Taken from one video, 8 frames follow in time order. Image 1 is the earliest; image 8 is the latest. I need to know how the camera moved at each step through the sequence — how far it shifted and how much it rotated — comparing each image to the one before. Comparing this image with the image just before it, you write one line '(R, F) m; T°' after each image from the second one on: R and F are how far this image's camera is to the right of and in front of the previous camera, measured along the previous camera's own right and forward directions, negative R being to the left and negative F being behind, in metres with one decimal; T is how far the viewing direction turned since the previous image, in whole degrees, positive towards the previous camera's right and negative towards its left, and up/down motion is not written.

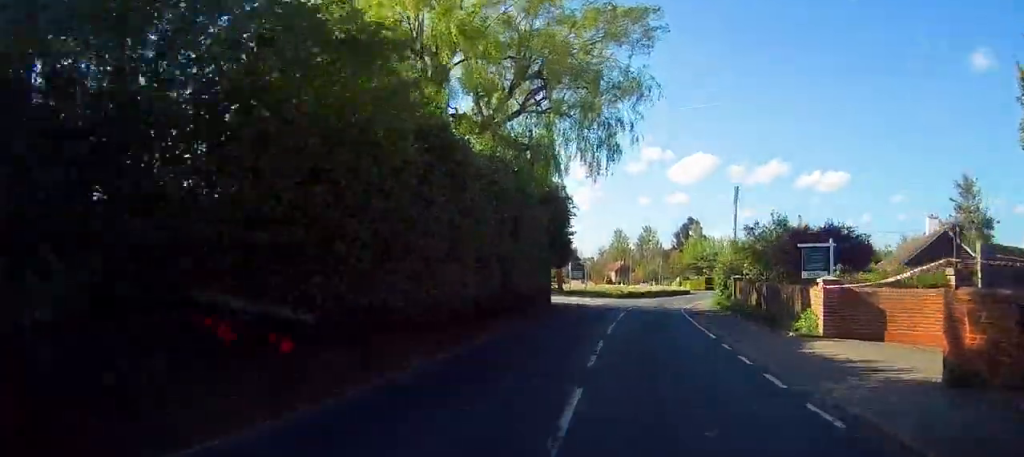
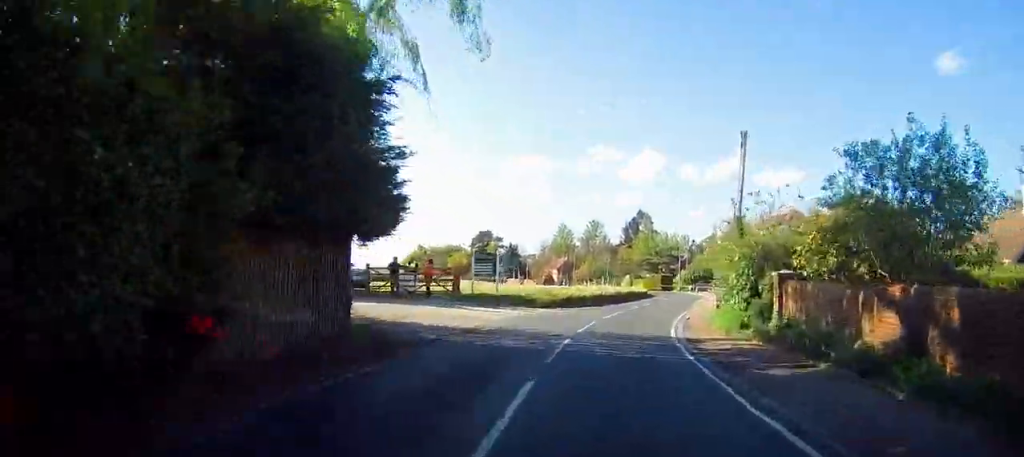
(+0.4, +15.8) m; +3°
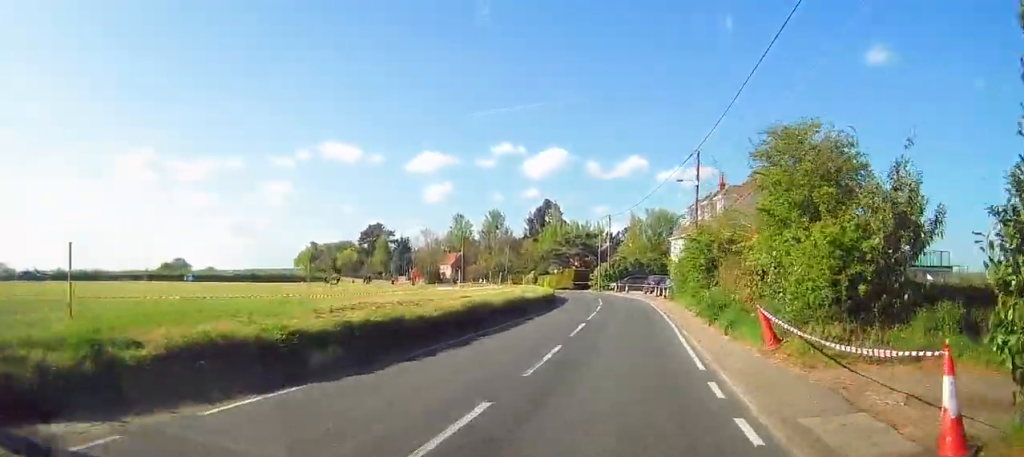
(+1.2, +23.5) m; +4°
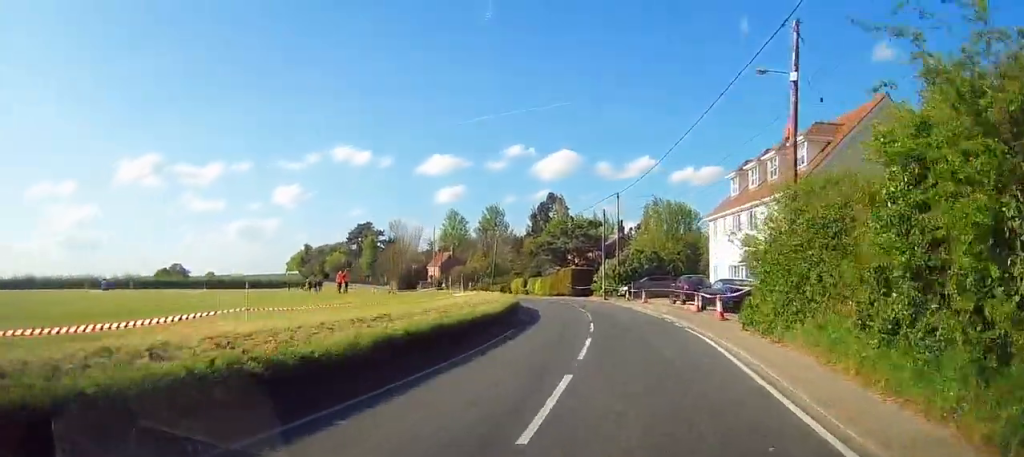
(+0.6, +19.6) m; -1°
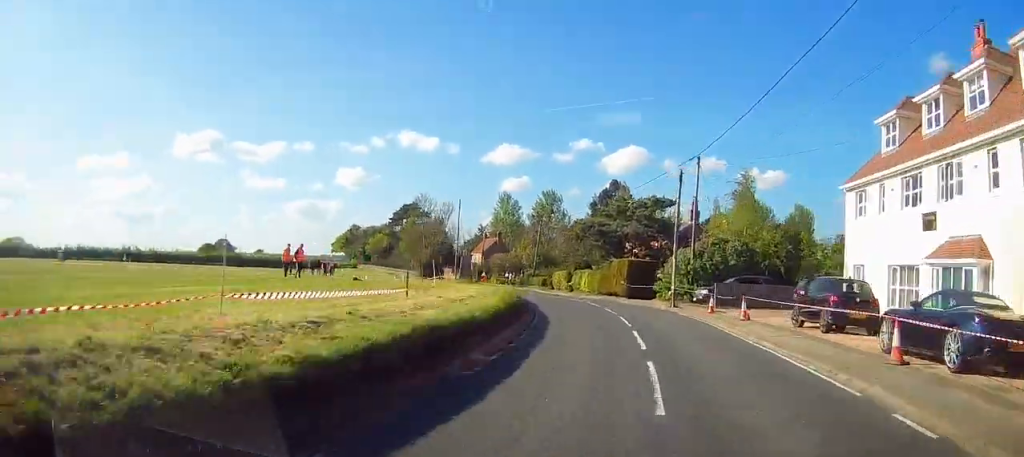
(+0.1, +15.5) m; -5°
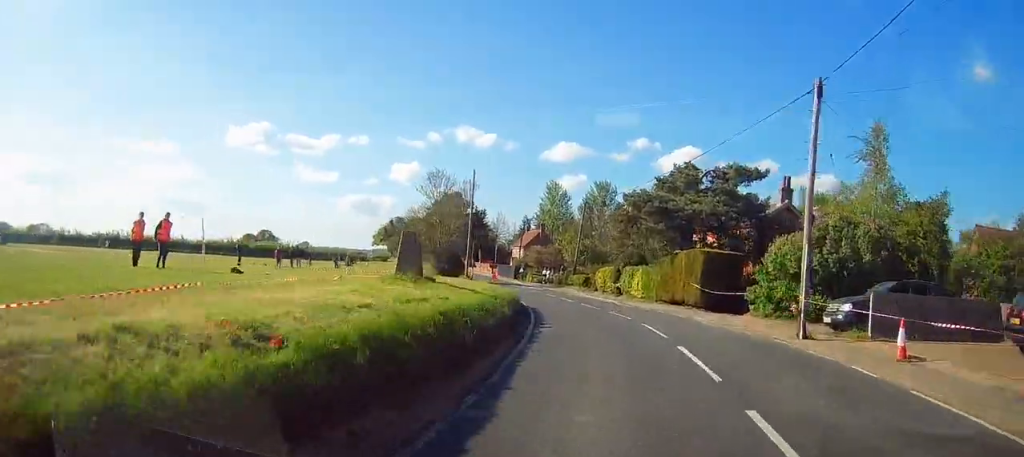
(-1.0, +14.7) m; -5°
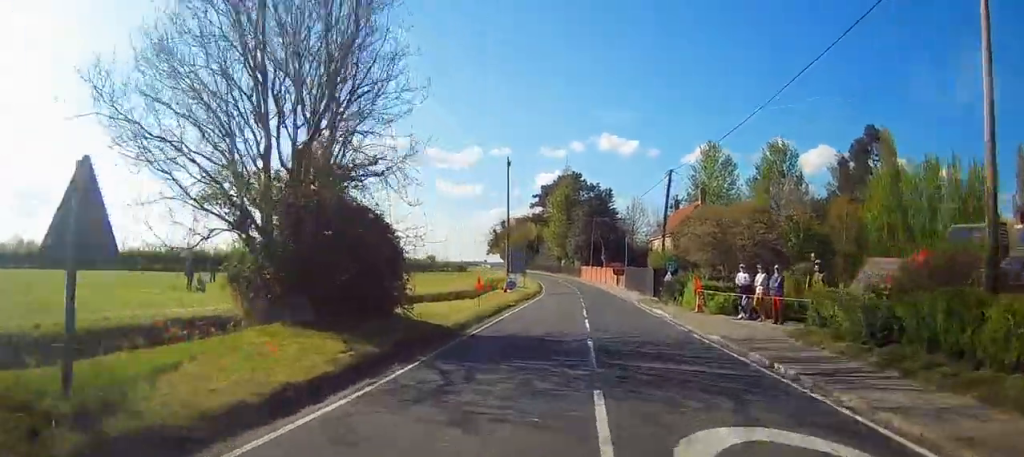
(-5.2, +48.2) m; -11°
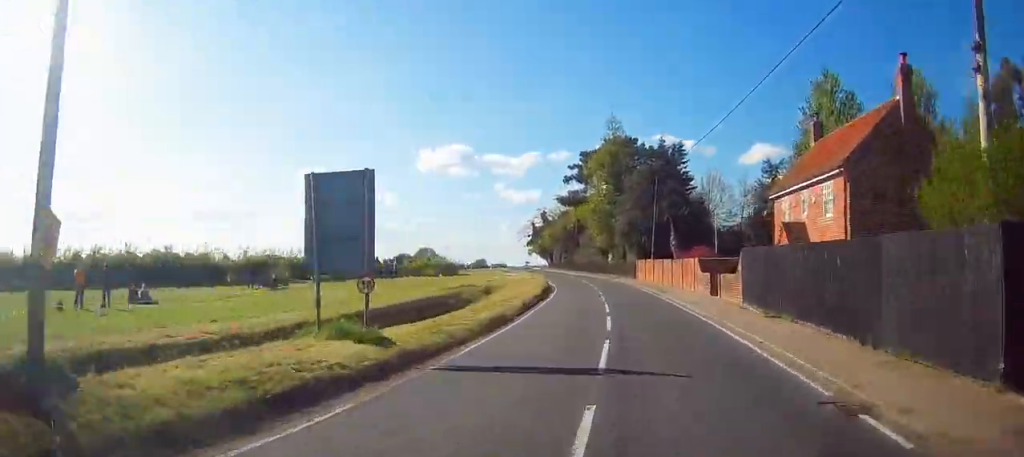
(-1.8, +34.1) m; -6°
